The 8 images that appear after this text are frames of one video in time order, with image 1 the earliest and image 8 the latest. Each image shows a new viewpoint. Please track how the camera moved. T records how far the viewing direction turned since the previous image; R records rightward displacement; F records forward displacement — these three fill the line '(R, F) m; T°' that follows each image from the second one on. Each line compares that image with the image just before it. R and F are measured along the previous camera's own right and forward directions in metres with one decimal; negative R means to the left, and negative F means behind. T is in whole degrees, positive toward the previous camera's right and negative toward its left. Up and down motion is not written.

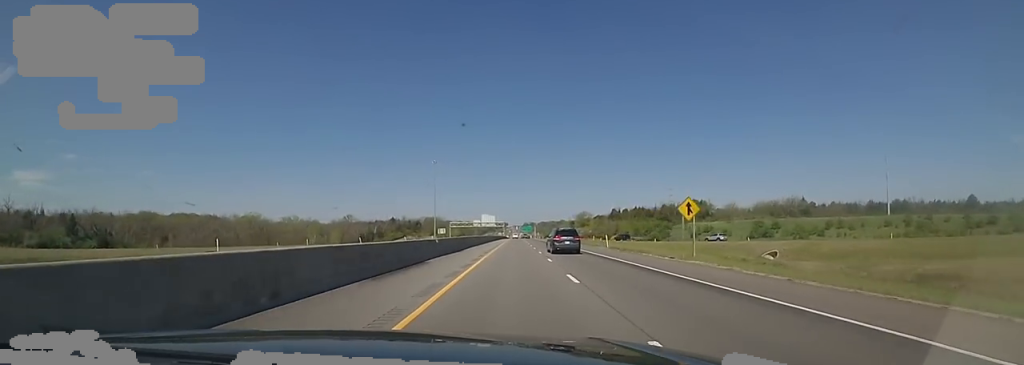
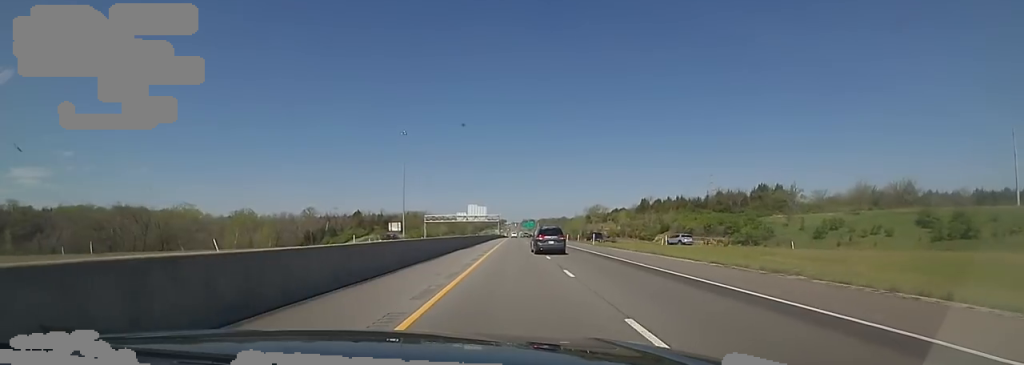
(-1.3, +56.7) m; -2°
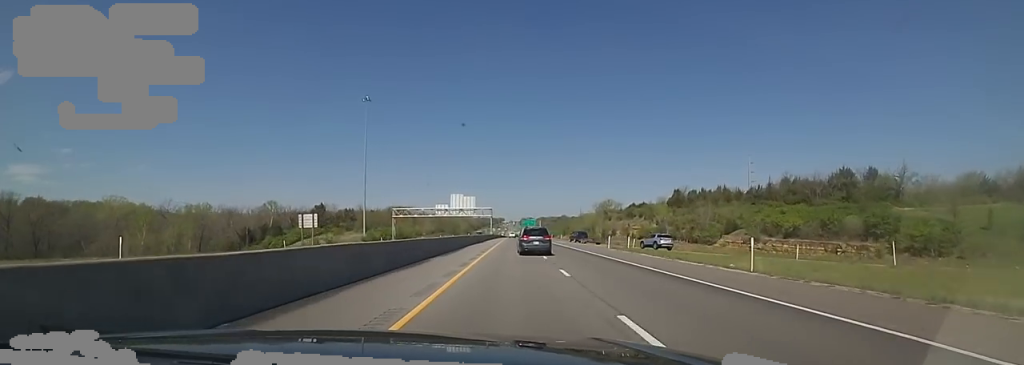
(0.0, +38.5) m; +1°
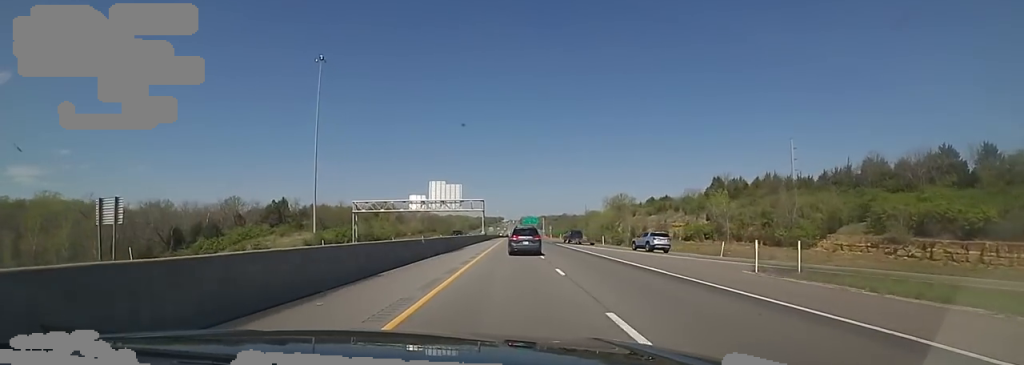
(+0.1, +29.0) m; +2°
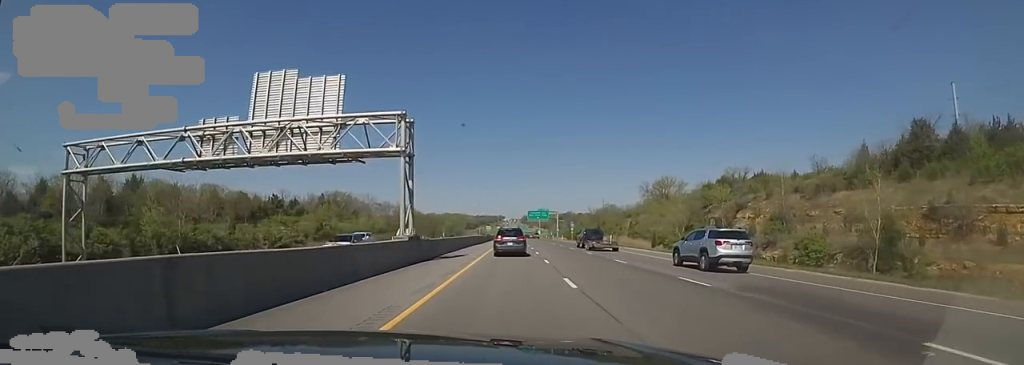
(-0.2, +62.3) m; -2°
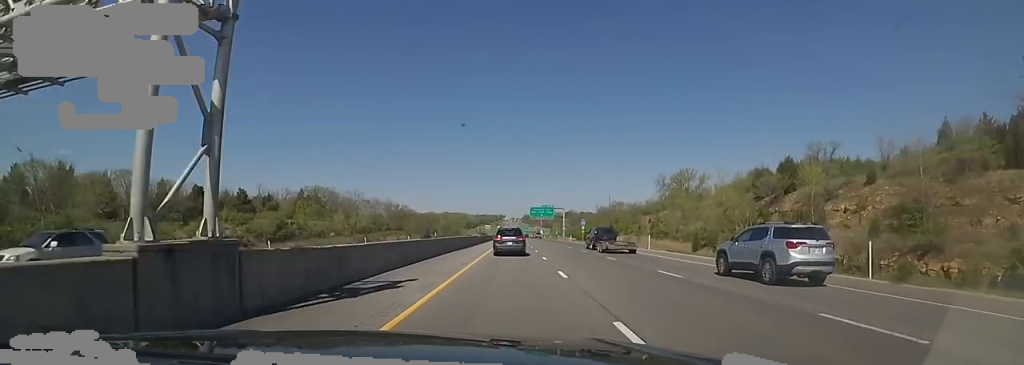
(0.0, +17.1) m; 0°
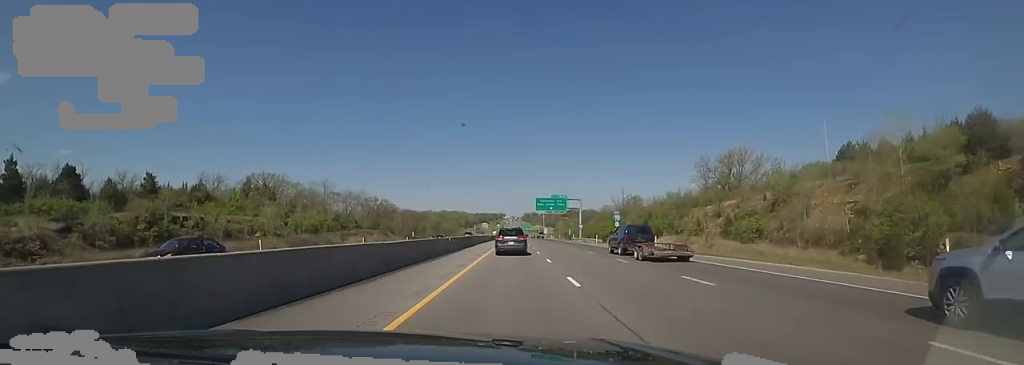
(0.0, +31.7) m; 0°
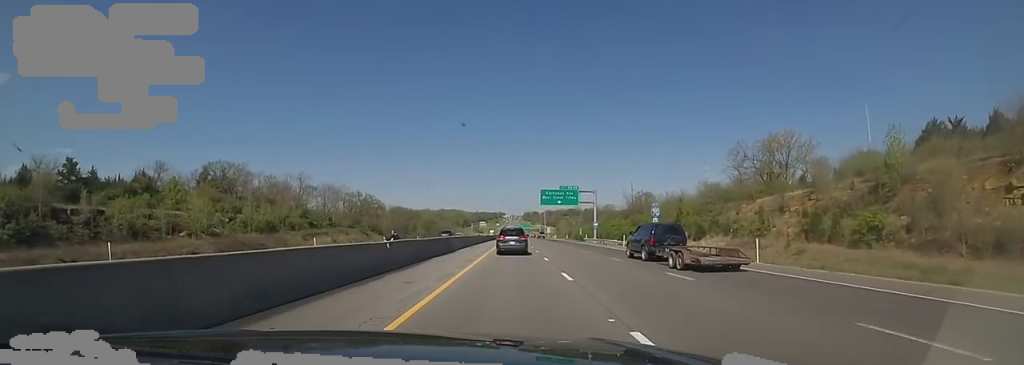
(0.0, +18.0) m; 0°
